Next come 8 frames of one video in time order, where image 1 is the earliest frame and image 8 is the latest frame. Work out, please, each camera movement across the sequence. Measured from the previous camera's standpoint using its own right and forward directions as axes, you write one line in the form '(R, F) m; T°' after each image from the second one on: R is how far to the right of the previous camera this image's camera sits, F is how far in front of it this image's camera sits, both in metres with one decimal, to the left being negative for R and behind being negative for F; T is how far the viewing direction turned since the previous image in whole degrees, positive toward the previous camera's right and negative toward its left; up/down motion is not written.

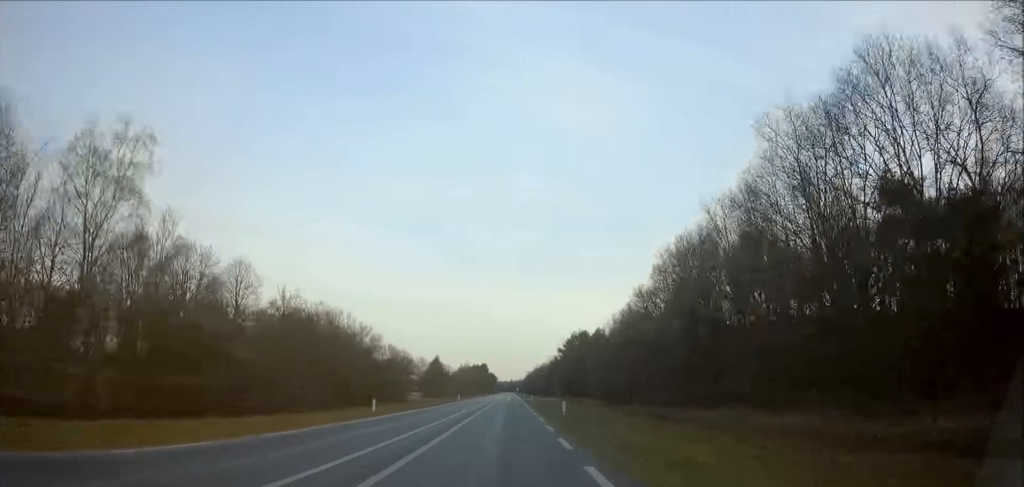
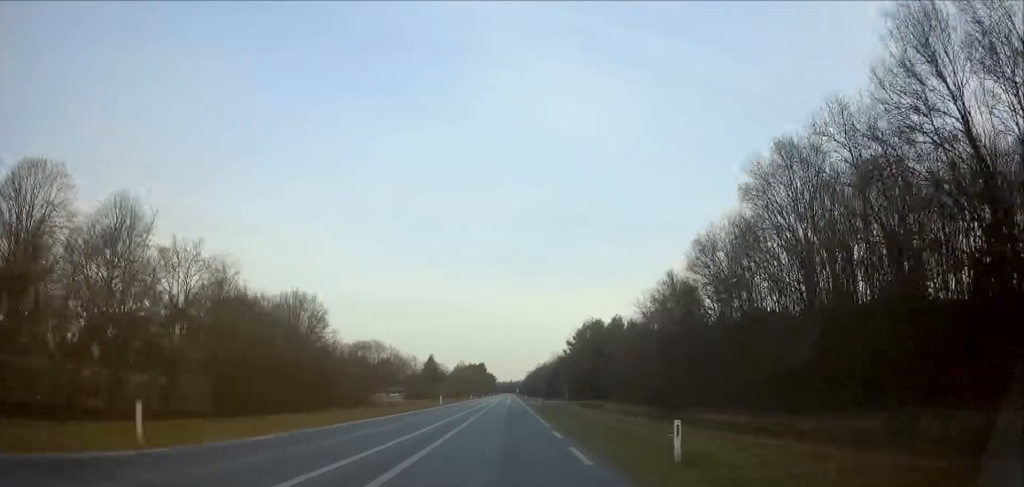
(0.0, +20.7) m; 0°
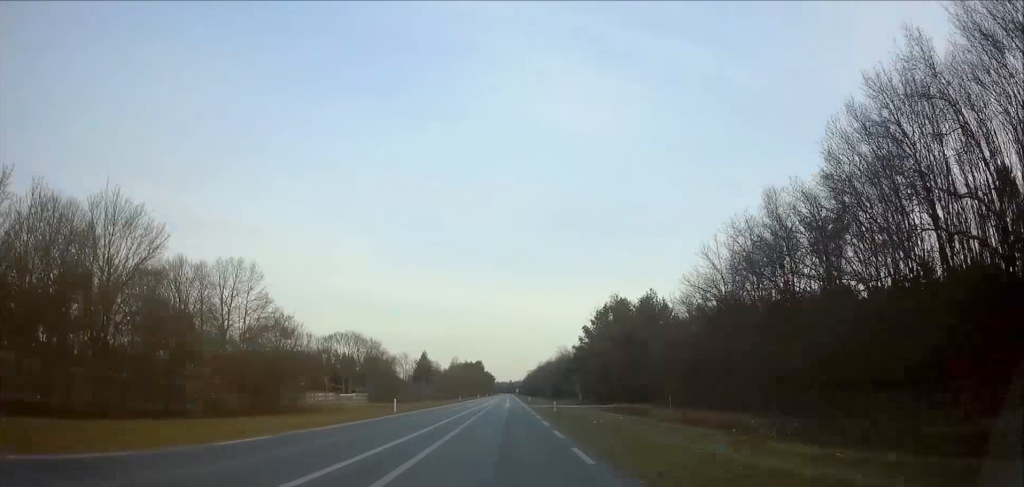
(0.0, +23.9) m; 0°
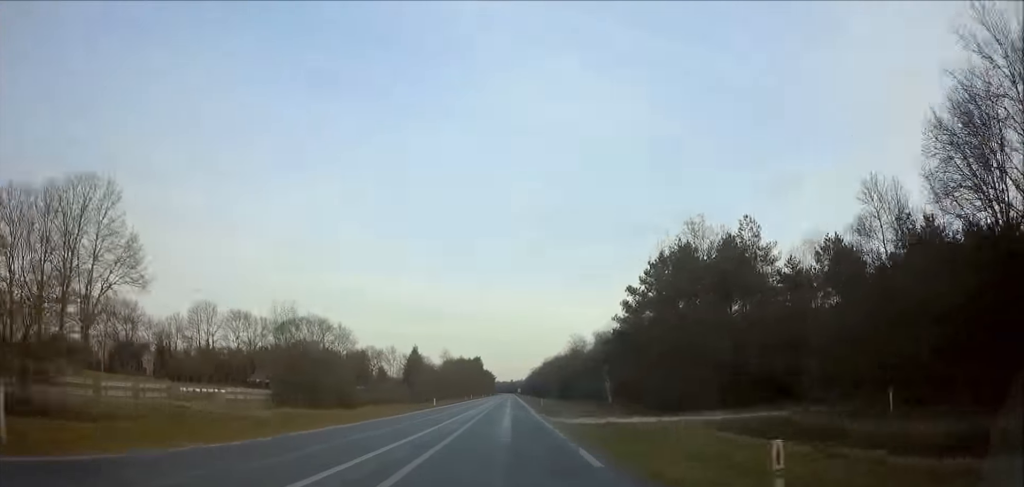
(-0.1, +30.1) m; 0°
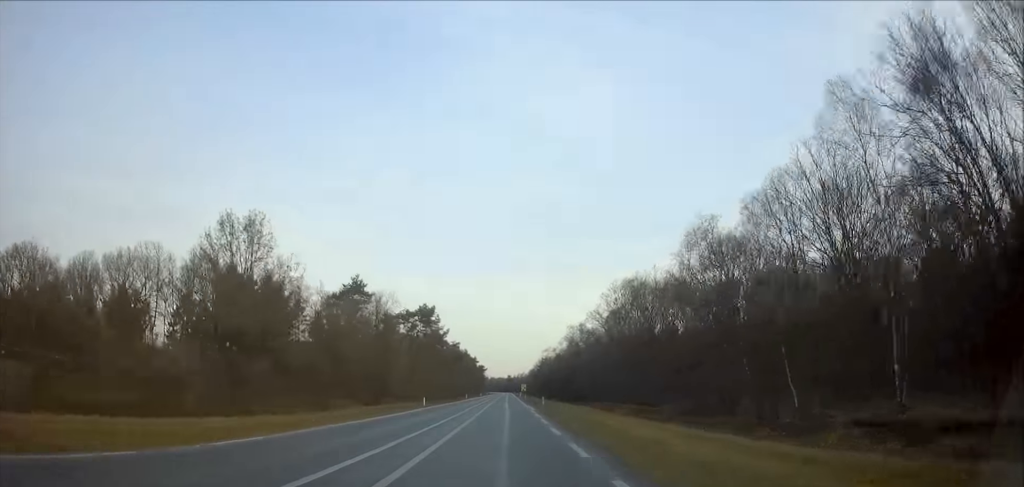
(-0.5, +153.9) m; 0°
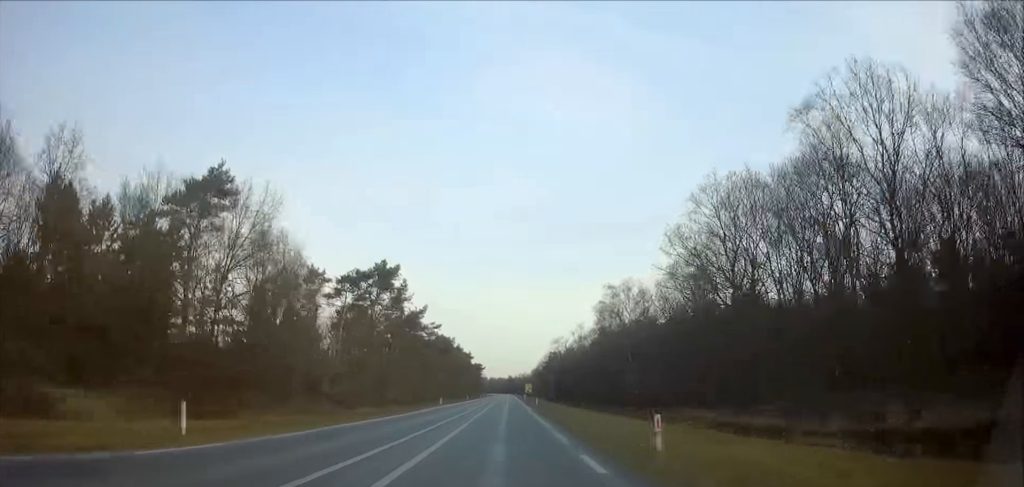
(+0.1, +38.0) m; 0°
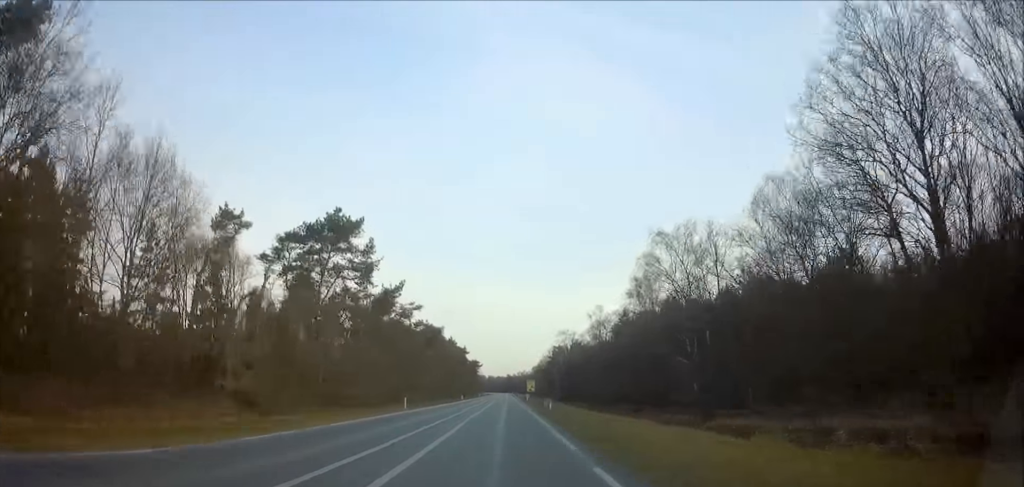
(0.0, +20.6) m; 0°
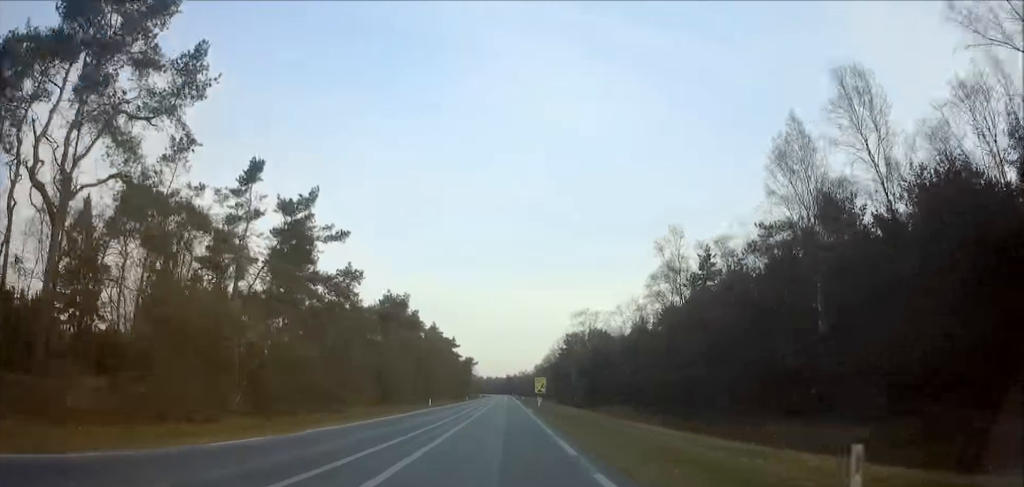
(+0.1, +36.6) m; 0°
